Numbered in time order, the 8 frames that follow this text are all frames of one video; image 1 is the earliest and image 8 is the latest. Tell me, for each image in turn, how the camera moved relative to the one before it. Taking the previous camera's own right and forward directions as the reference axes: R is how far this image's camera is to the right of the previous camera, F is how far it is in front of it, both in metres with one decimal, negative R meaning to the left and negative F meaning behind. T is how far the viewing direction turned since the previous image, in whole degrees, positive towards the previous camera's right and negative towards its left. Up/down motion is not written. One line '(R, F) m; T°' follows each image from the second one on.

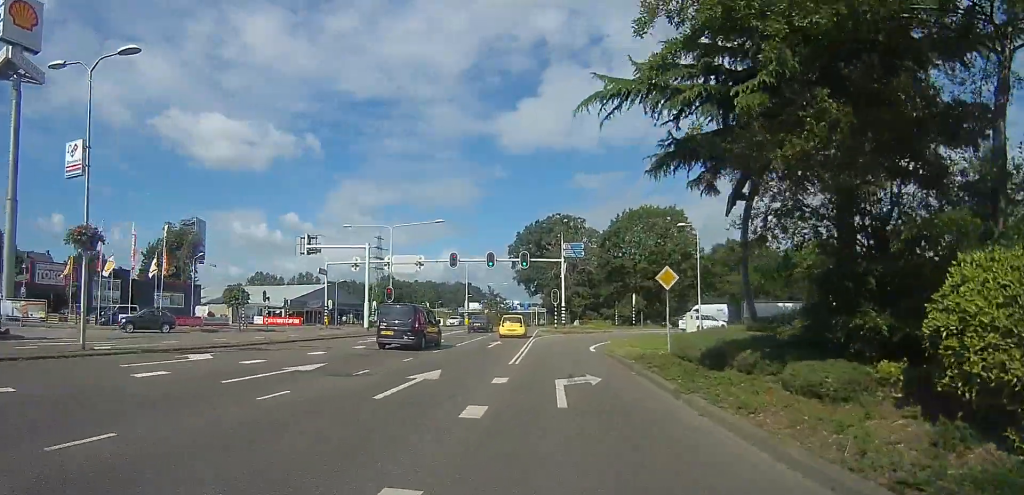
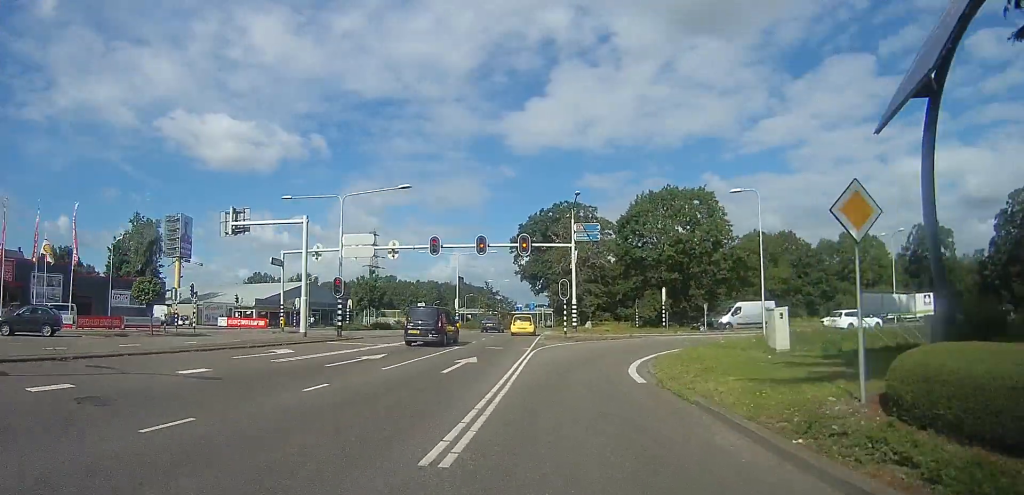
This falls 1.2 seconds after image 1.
(-0.2, +10.5) m; +4°
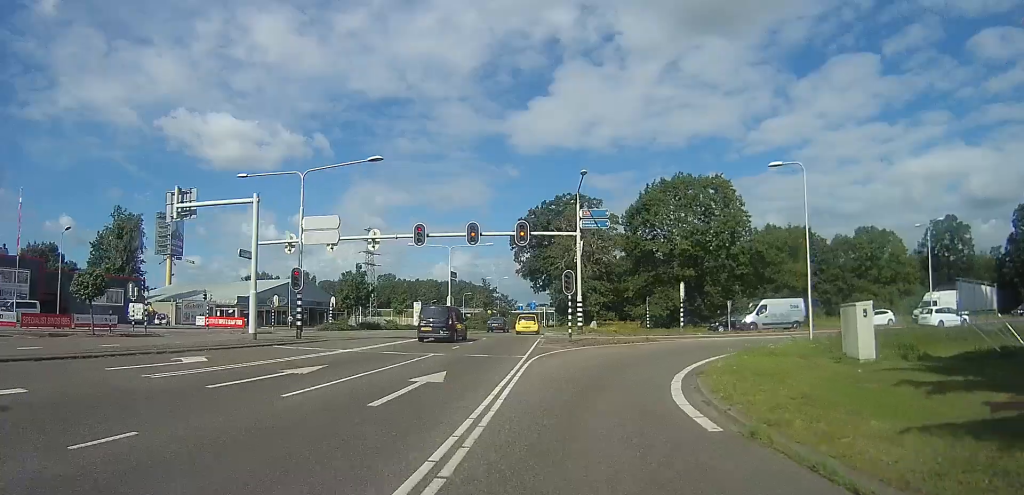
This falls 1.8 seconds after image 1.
(+0.3, +5.0) m; +4°
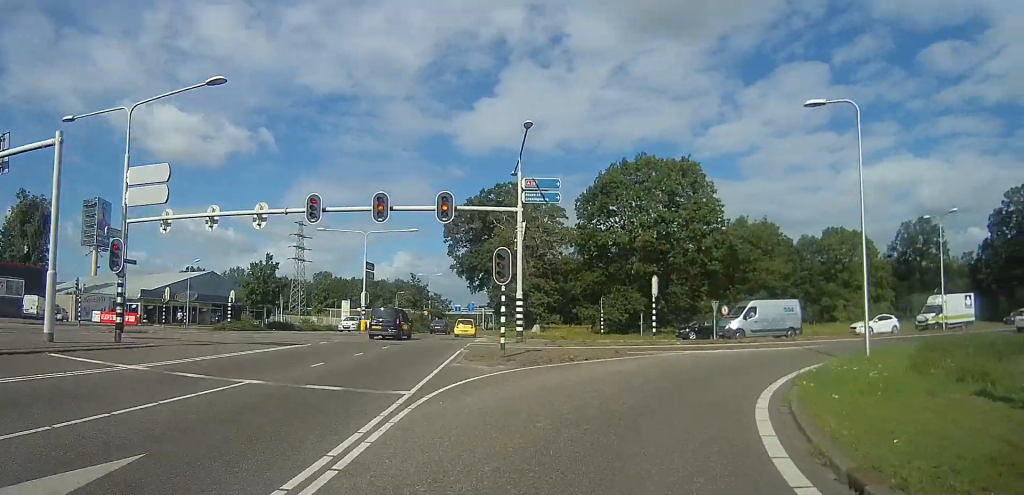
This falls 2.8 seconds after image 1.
(+0.2, +8.1) m; +4°
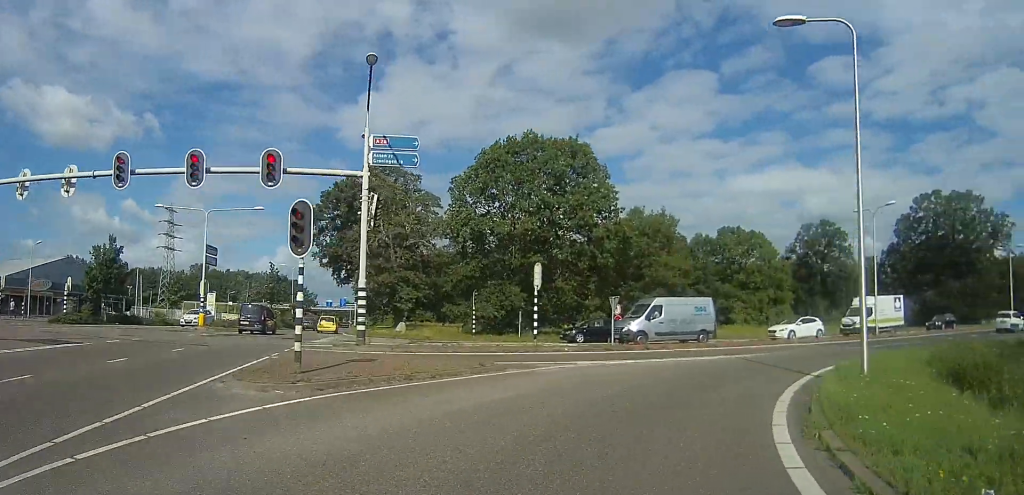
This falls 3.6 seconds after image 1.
(-0.1, +5.8) m; +9°
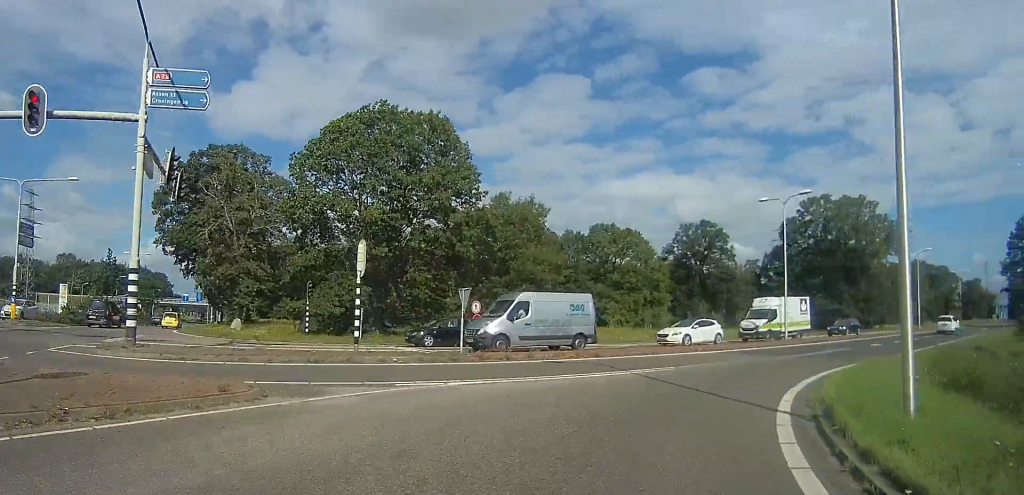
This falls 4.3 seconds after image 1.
(+0.9, +5.4) m; +11°
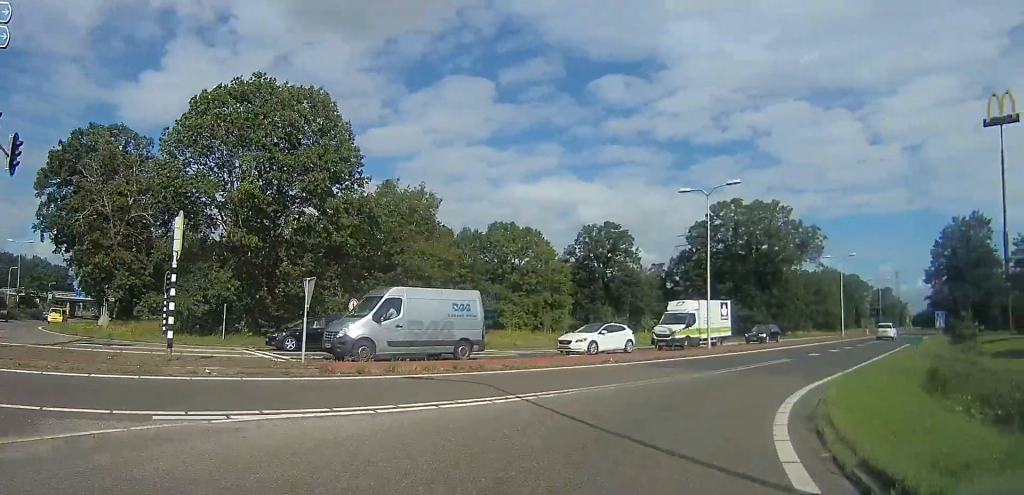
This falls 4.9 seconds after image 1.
(+0.3, +3.8) m; +11°
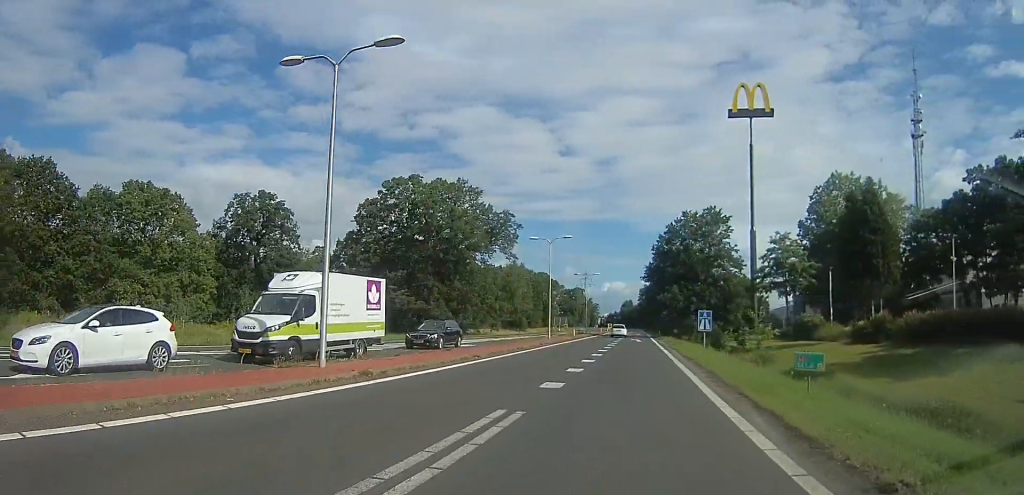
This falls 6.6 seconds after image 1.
(+4.7, +10.8) m; +43°
